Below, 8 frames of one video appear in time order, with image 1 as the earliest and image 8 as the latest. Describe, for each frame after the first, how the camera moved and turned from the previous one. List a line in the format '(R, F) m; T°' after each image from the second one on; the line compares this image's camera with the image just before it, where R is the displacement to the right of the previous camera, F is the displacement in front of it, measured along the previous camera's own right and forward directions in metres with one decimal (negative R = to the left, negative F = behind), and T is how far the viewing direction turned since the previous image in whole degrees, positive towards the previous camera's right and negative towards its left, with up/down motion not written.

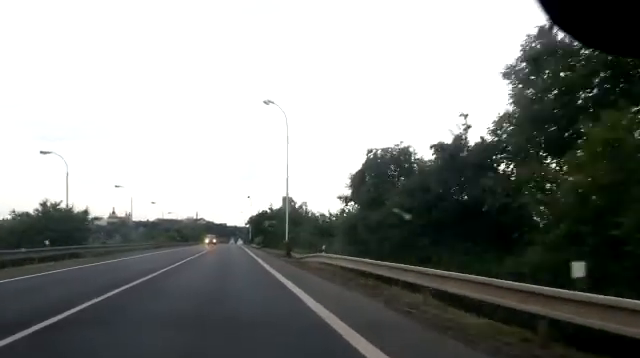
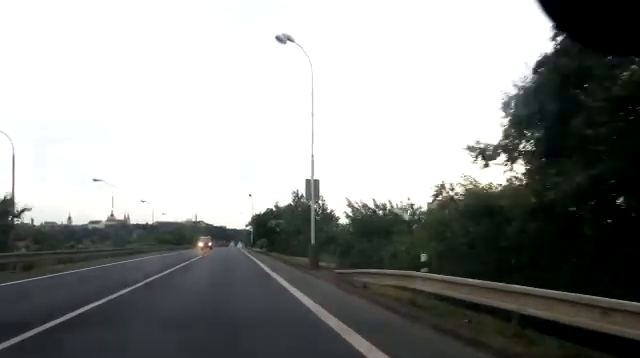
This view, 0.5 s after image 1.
(-0.1, +11.4) m; -1°
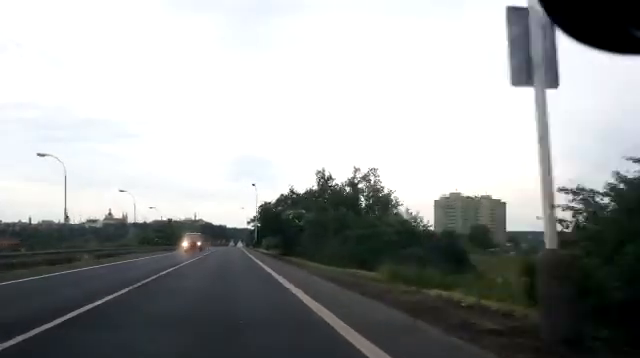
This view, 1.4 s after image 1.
(-0.2, +18.3) m; -1°
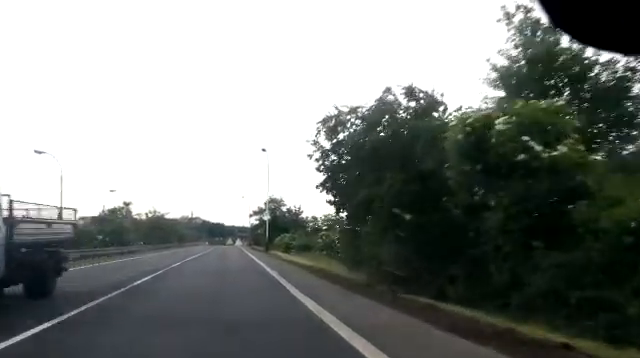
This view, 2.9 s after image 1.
(0.0, +31.3) m; +1°
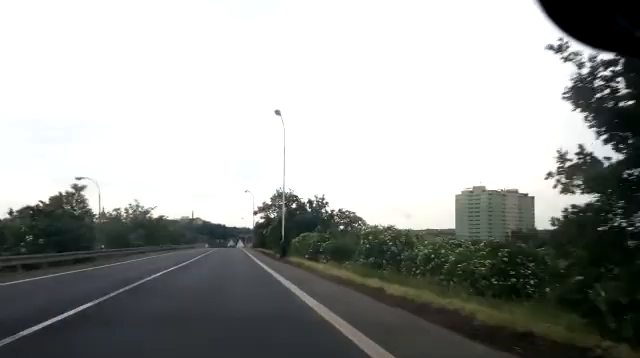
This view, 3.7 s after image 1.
(+0.1, +15.9) m; 0°
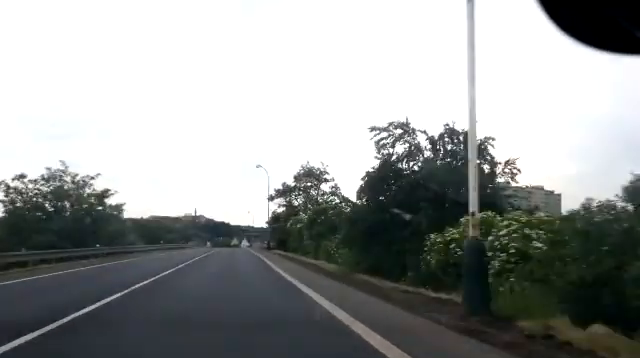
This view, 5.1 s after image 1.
(+0.2, +30.0) m; 0°
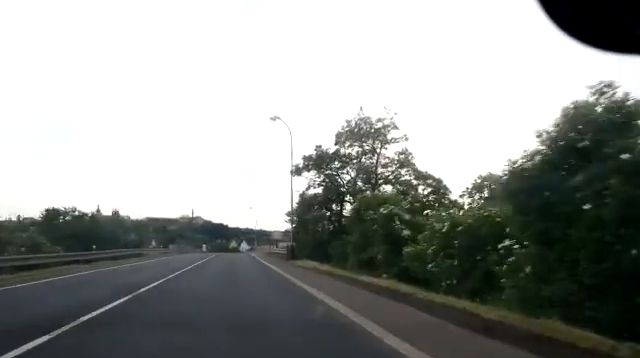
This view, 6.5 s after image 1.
(-0.3, +26.9) m; 0°
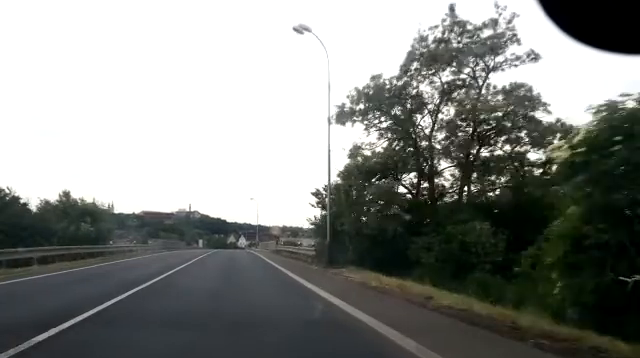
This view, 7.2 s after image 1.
(+0.1, +15.4) m; 0°
